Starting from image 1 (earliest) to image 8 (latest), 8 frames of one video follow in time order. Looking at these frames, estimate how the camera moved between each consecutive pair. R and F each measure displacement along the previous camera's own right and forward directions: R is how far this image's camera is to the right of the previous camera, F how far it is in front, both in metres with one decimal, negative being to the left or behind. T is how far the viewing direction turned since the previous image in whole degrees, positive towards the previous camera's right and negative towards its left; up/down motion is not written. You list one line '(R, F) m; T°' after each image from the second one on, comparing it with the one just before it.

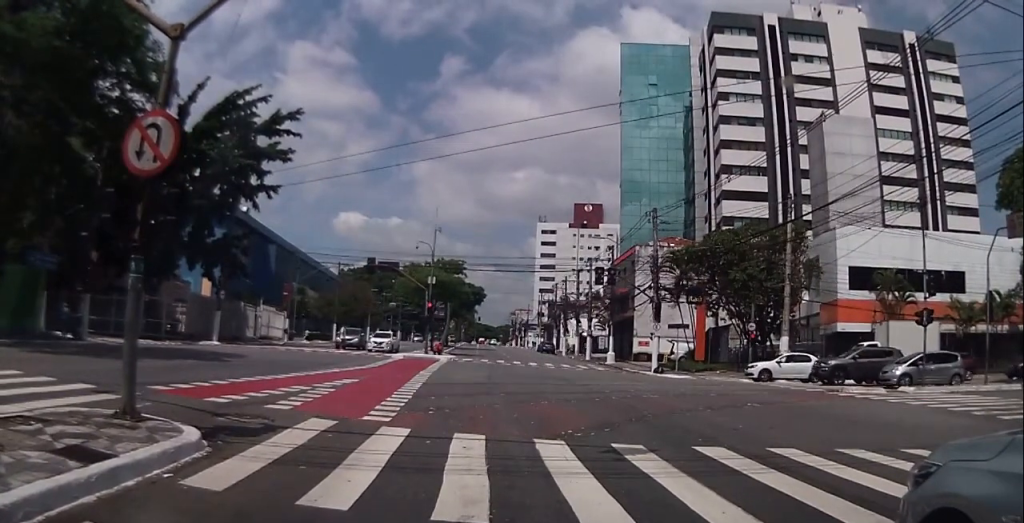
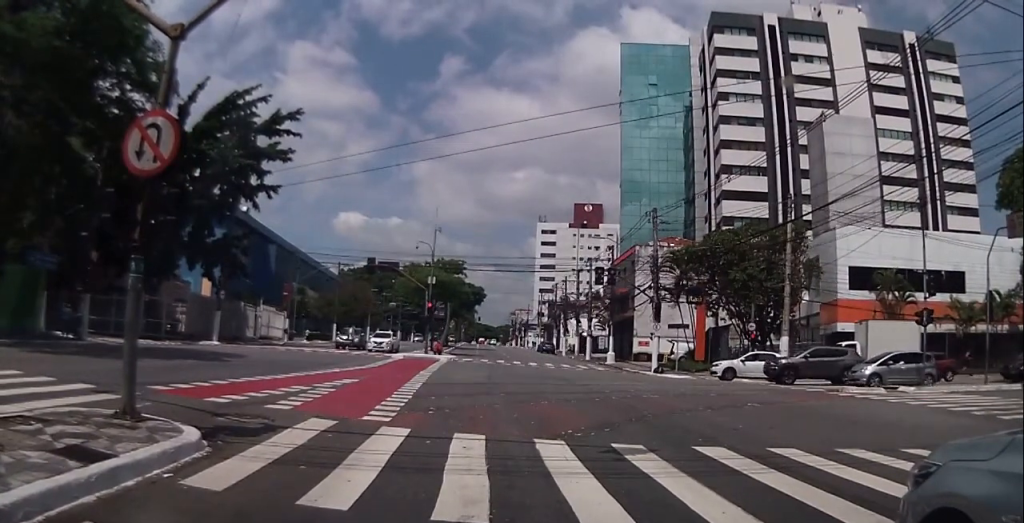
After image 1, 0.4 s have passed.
(0.0, 0.0) m; 0°
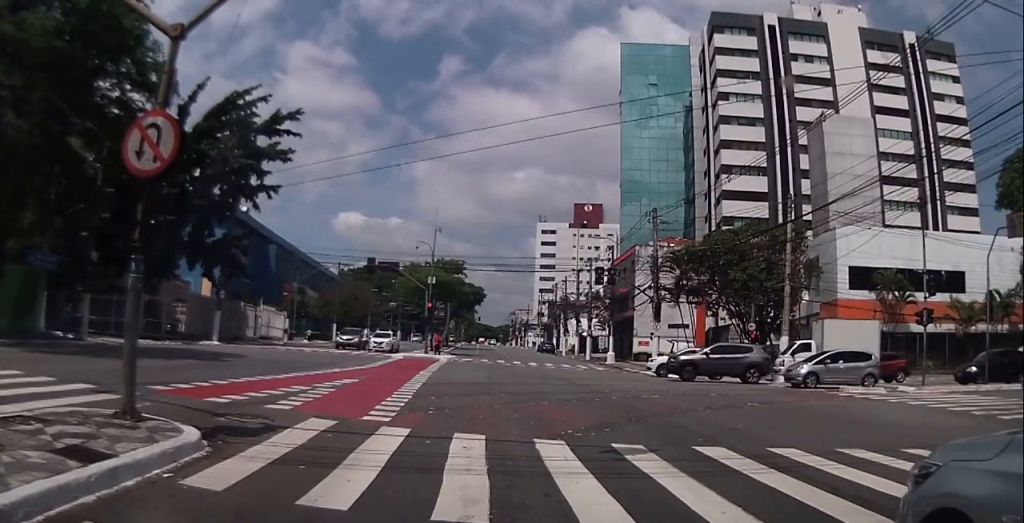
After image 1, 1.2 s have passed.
(0.0, 0.0) m; 0°
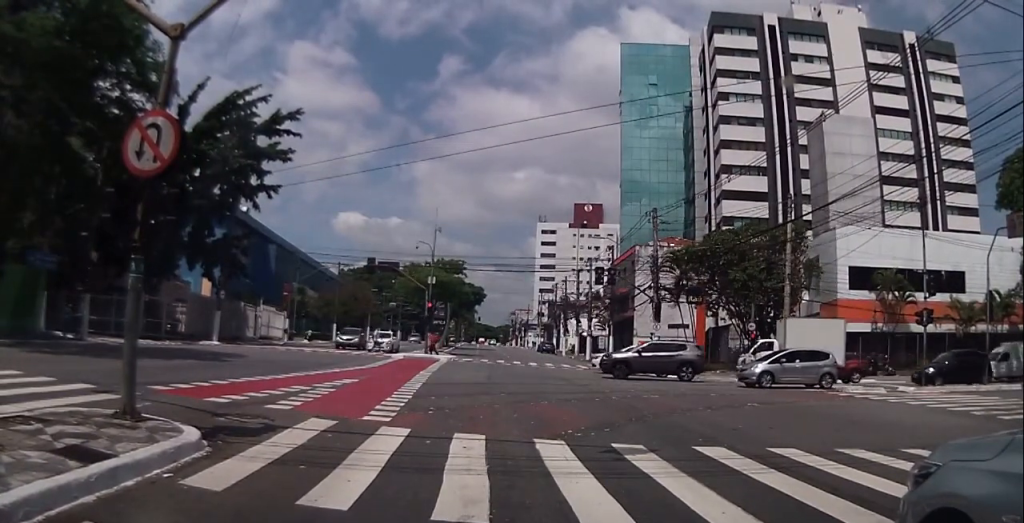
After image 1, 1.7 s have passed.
(0.0, 0.0) m; 0°
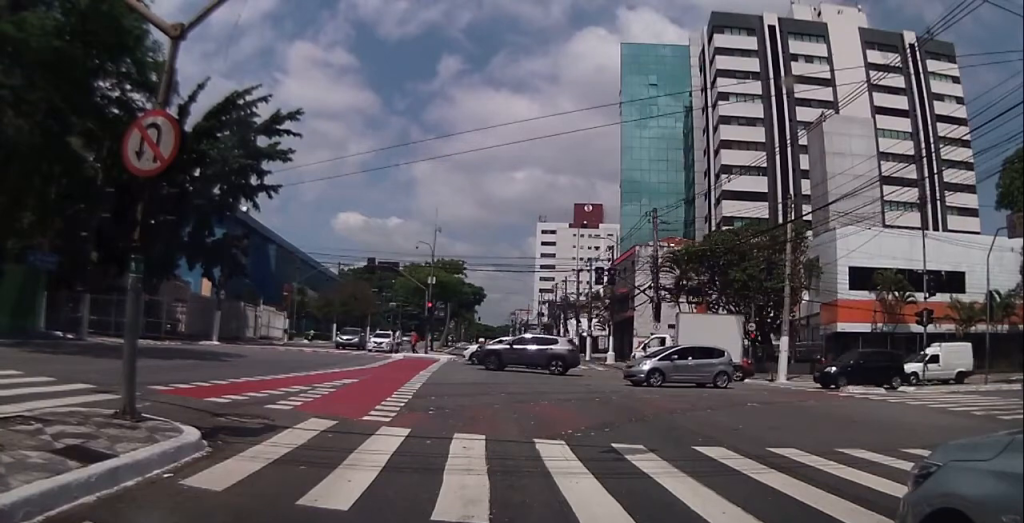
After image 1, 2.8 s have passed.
(0.0, 0.0) m; 0°
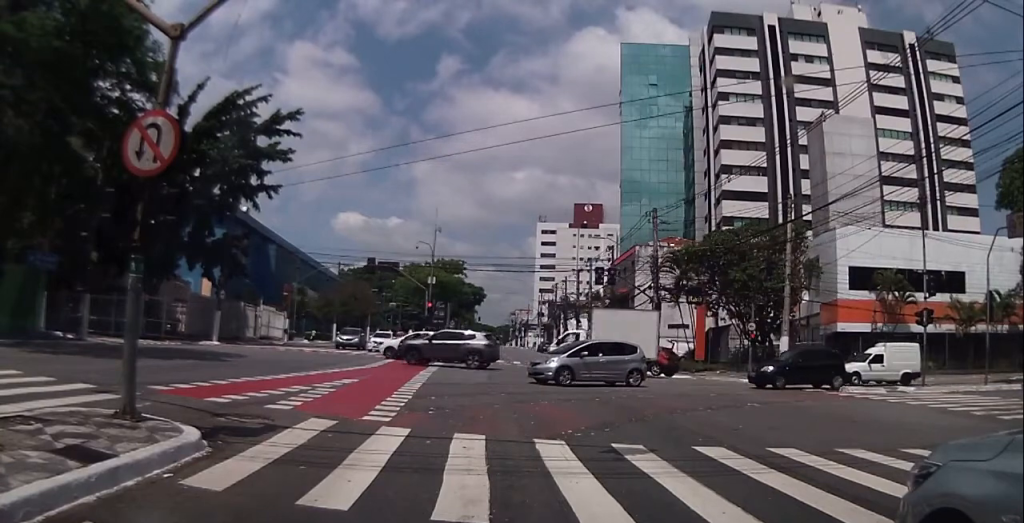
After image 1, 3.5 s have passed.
(0.0, 0.0) m; 0°
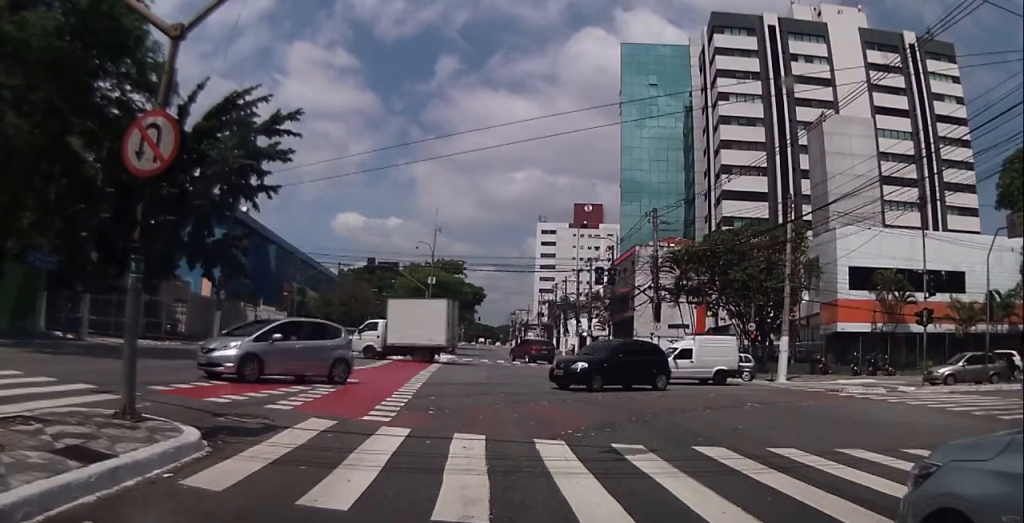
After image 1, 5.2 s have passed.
(0.0, 0.0) m; 0°
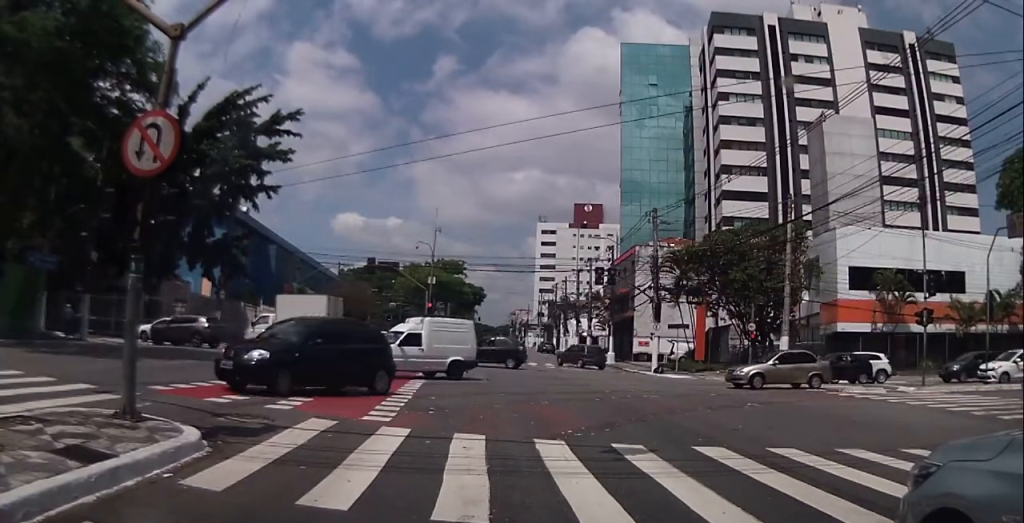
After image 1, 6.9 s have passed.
(0.0, 0.0) m; 0°
